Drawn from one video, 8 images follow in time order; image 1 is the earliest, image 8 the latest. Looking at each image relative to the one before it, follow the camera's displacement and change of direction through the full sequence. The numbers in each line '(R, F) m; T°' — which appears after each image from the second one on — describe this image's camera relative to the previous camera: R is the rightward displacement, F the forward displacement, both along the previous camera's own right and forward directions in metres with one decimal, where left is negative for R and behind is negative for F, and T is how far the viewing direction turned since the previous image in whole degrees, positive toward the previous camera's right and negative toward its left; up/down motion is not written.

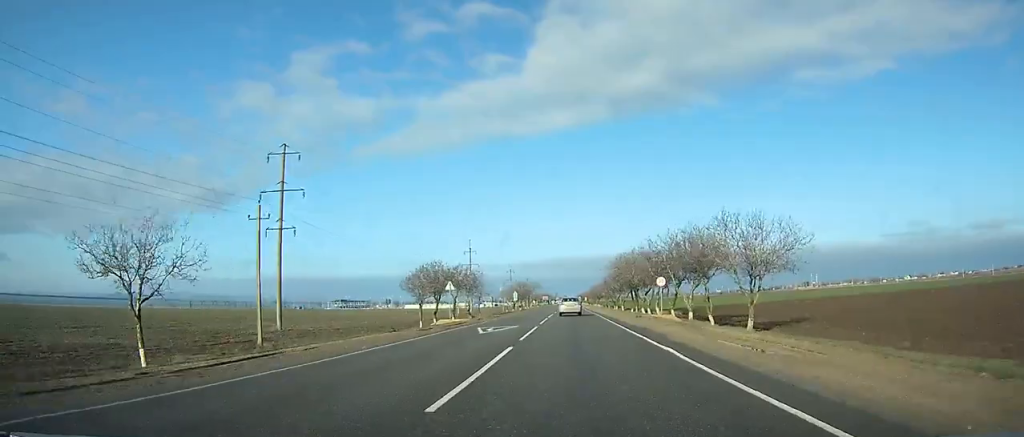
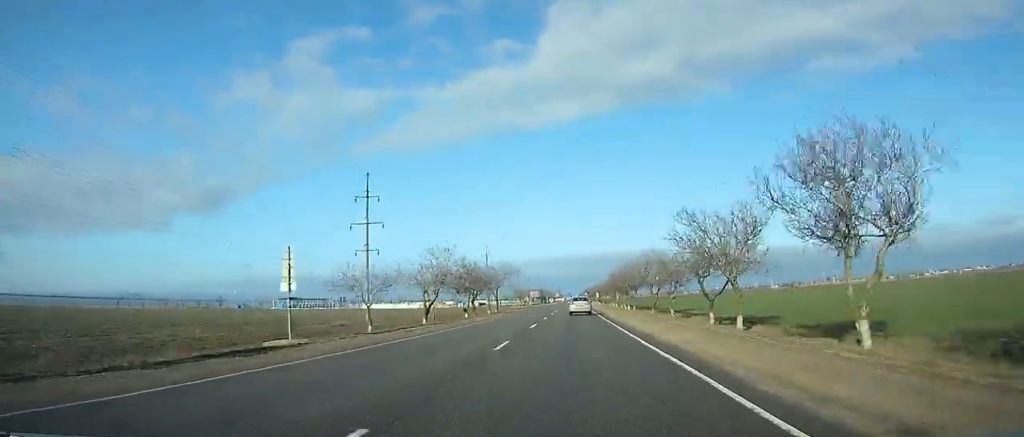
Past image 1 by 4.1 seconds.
(+0.3, +94.4) m; 0°
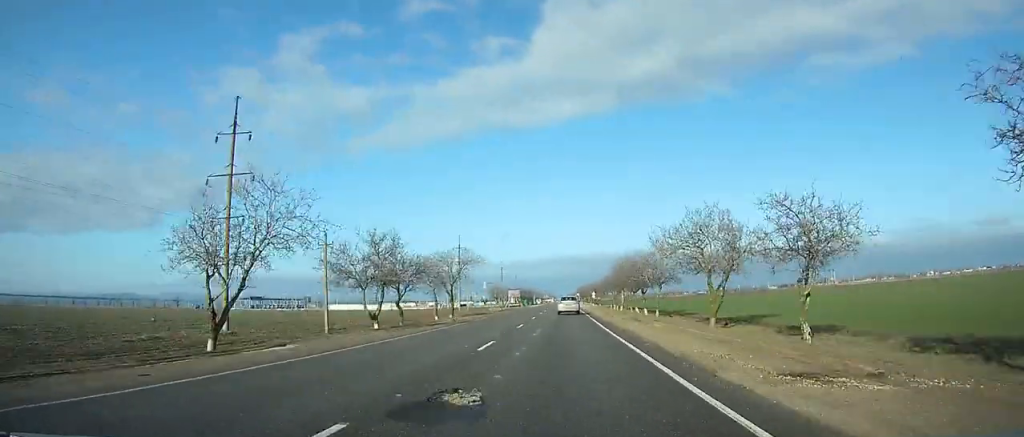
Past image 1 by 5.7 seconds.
(0.0, +37.2) m; 0°
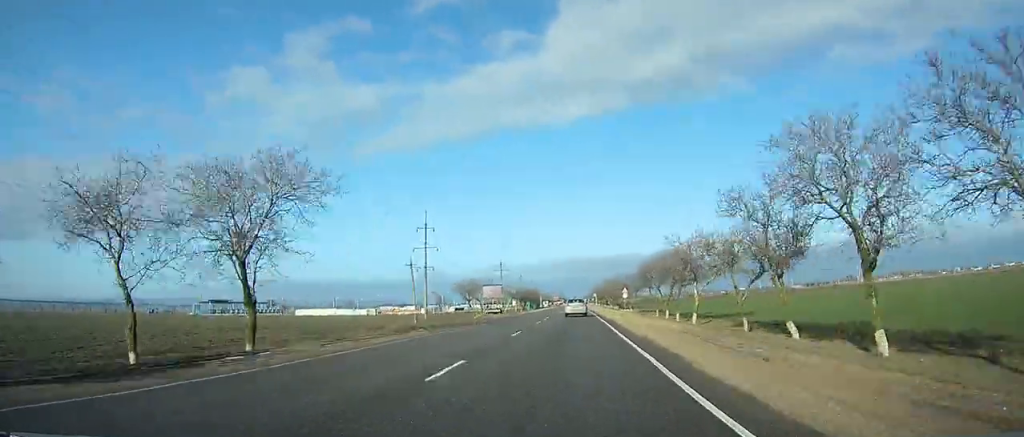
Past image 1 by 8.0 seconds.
(-0.3, +54.1) m; -1°
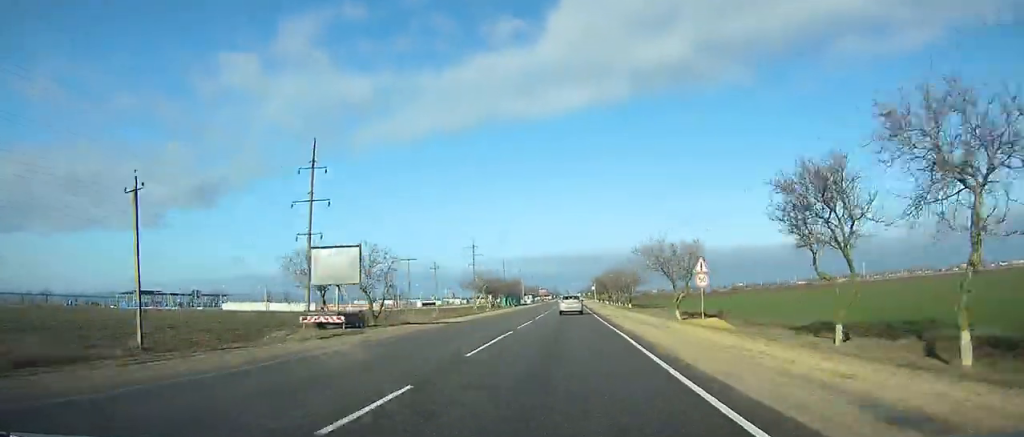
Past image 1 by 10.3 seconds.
(-0.3, +54.2) m; -2°
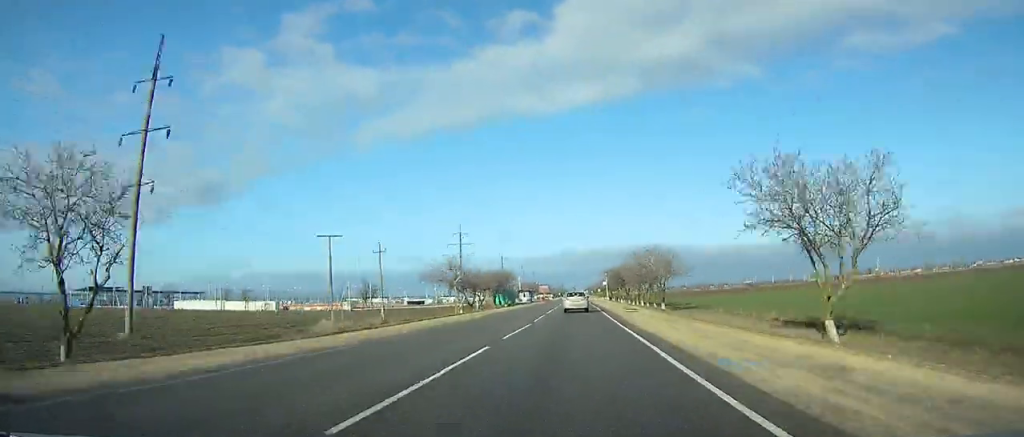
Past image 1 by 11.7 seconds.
(+0.9, +33.1) m; -2°
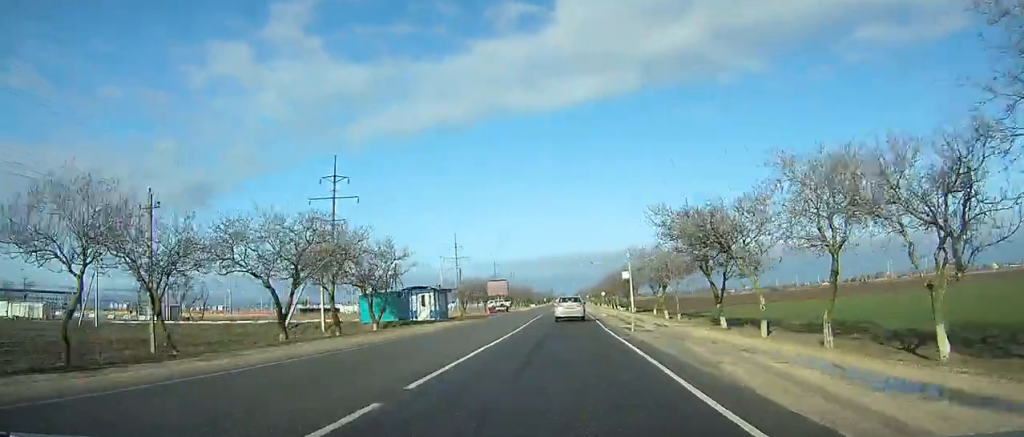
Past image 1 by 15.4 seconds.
(-3.8, +81.9) m; +8°
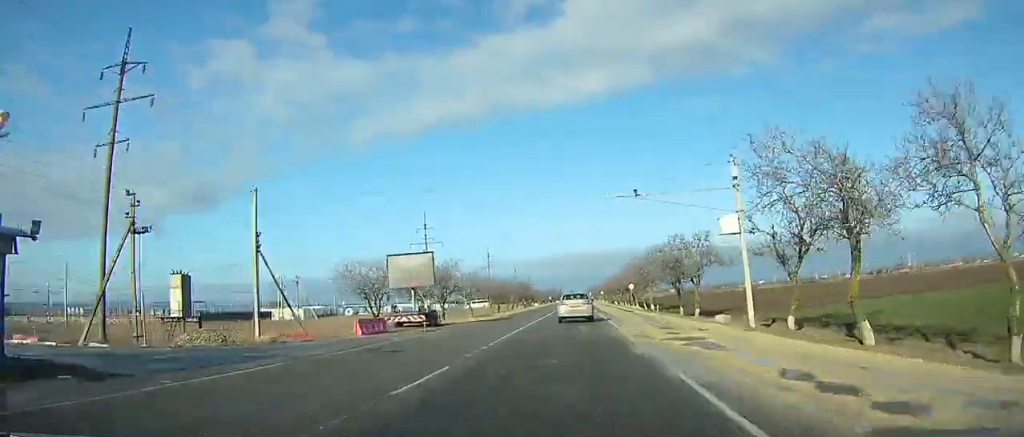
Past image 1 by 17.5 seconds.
(+9.6, +36.1) m; +5°
